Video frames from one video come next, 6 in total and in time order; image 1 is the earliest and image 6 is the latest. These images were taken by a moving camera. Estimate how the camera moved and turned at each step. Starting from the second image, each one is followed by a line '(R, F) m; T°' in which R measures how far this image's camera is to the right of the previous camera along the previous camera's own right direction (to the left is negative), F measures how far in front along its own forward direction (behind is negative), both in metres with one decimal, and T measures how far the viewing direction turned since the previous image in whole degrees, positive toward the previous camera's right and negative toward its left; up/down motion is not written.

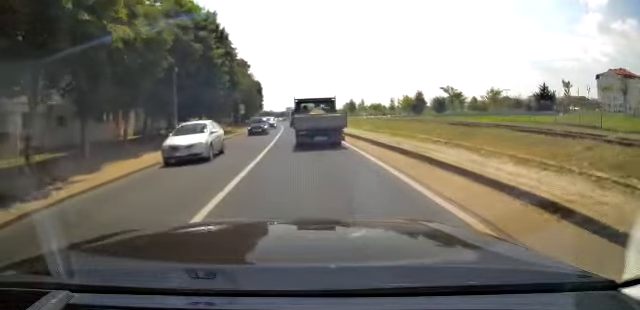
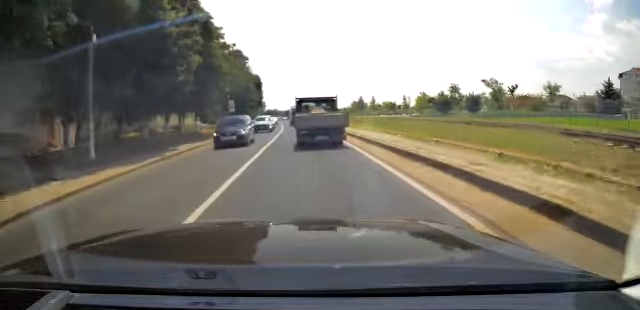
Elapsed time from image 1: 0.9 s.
(-0.2, +11.7) m; -2°
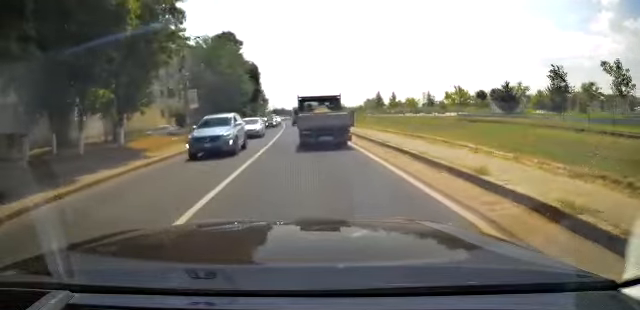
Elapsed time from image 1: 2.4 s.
(-0.3, +18.1) m; -1°
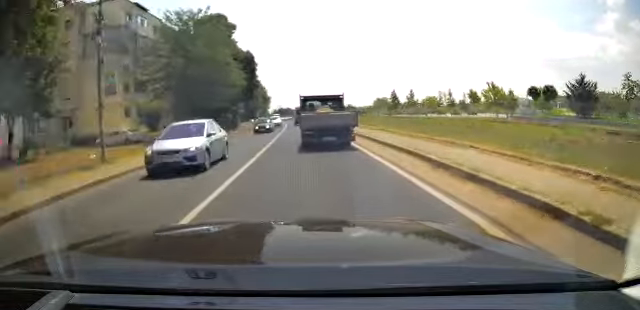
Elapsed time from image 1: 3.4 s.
(0.0, +12.5) m; -1°
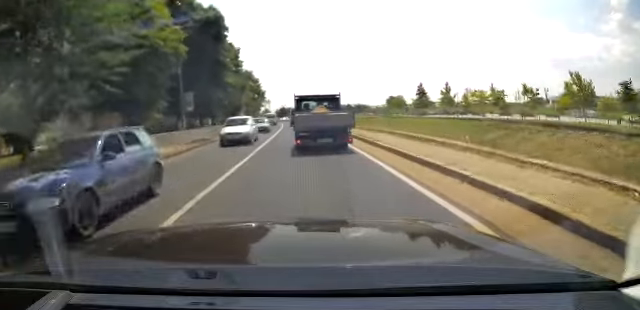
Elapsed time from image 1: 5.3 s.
(-0.3, +23.5) m; -2°
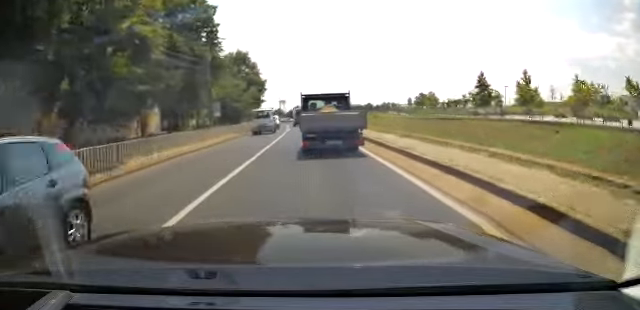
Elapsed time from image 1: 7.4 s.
(-0.4, +25.7) m; -2°
